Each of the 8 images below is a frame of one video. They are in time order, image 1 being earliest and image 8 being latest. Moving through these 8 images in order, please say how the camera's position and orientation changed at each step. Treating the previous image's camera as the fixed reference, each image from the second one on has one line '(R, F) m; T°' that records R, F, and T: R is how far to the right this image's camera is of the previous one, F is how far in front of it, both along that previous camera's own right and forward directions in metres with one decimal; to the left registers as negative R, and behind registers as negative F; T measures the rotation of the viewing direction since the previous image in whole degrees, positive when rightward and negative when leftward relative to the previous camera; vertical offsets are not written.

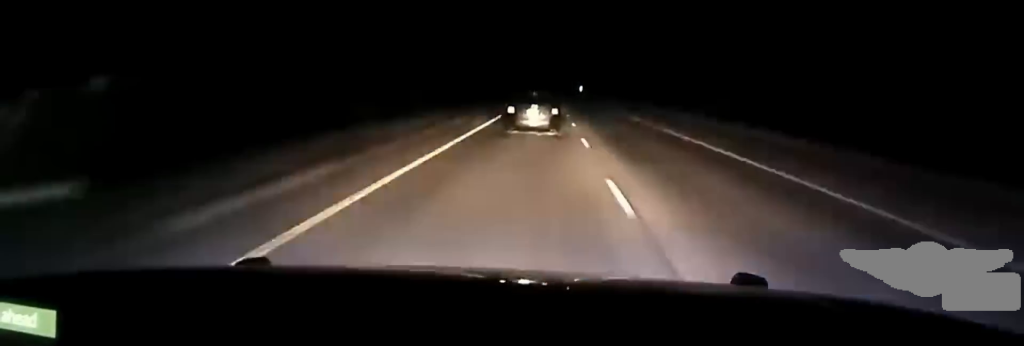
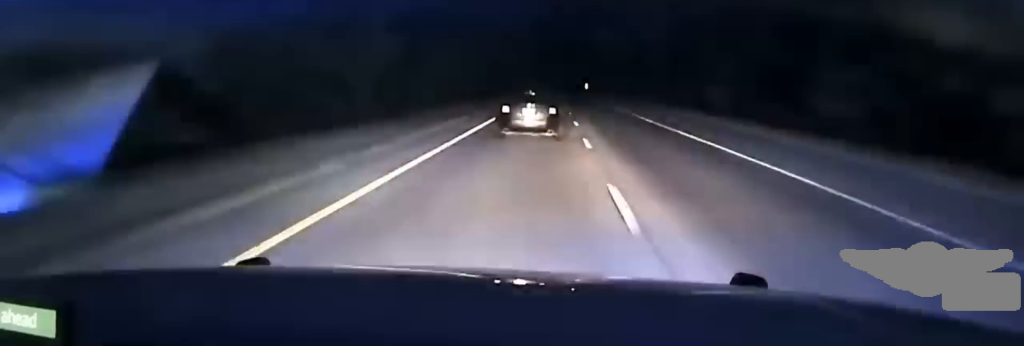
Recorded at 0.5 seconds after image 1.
(-0.1, +28.3) m; 0°
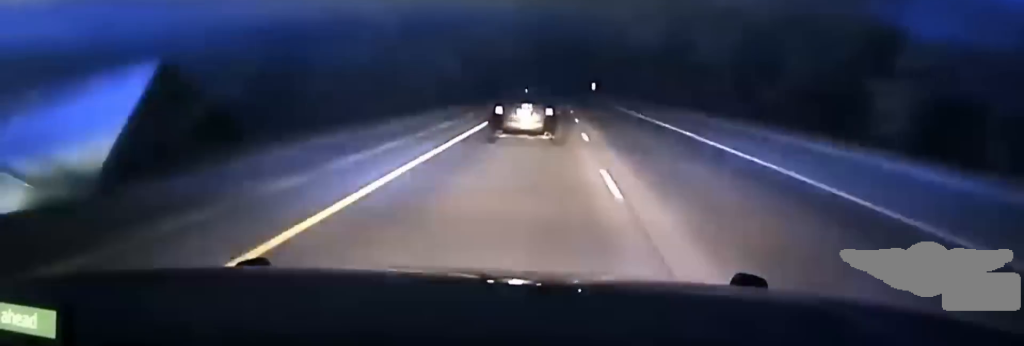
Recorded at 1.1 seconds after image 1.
(-0.1, +38.3) m; 0°
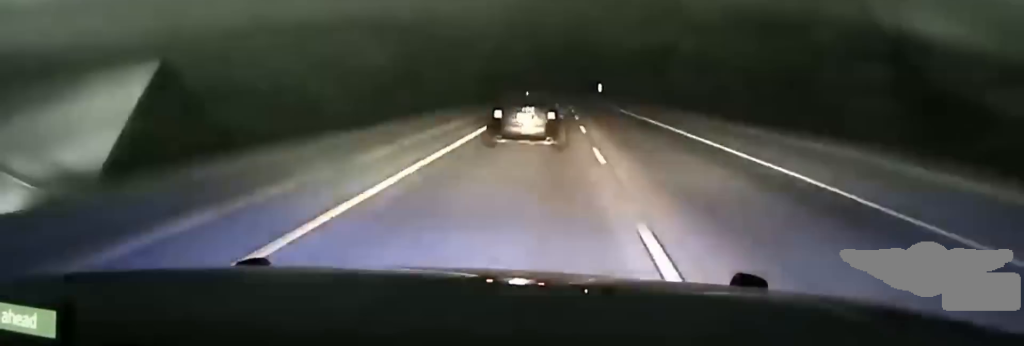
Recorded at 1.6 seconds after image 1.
(+0.1, +29.2) m; 0°
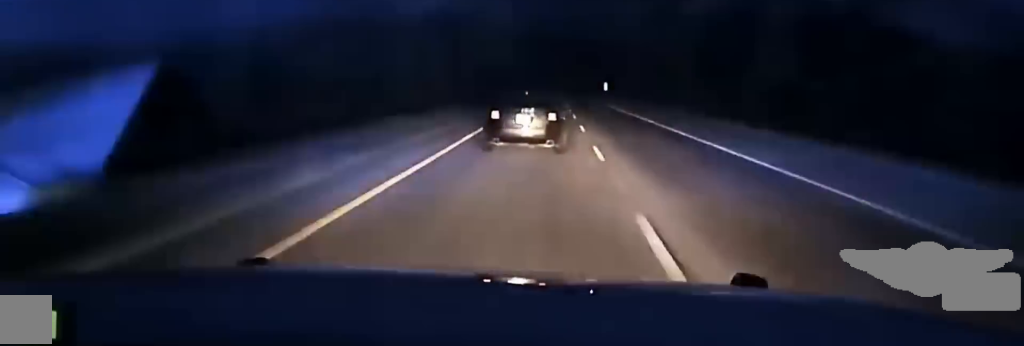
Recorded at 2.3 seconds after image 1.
(+0.1, +33.9) m; 0°
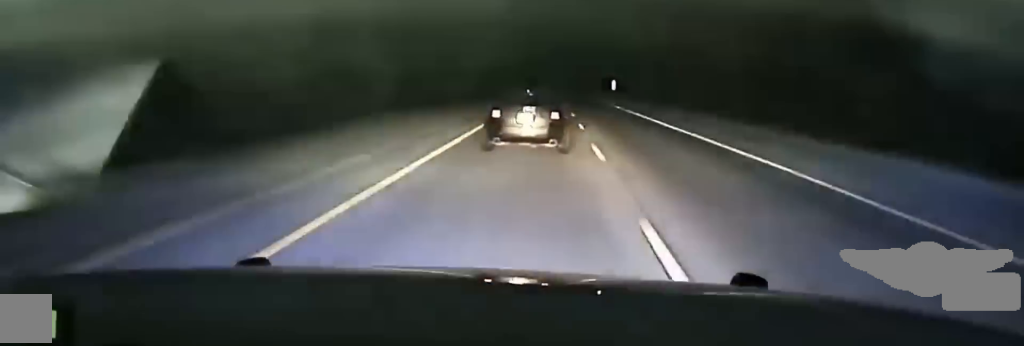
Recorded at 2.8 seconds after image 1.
(0.0, +23.2) m; 0°
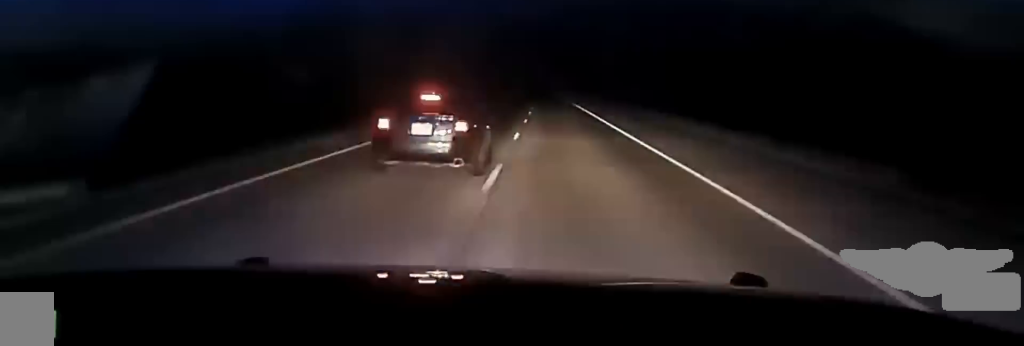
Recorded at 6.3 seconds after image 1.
(+2.3, +173.7) m; +1°
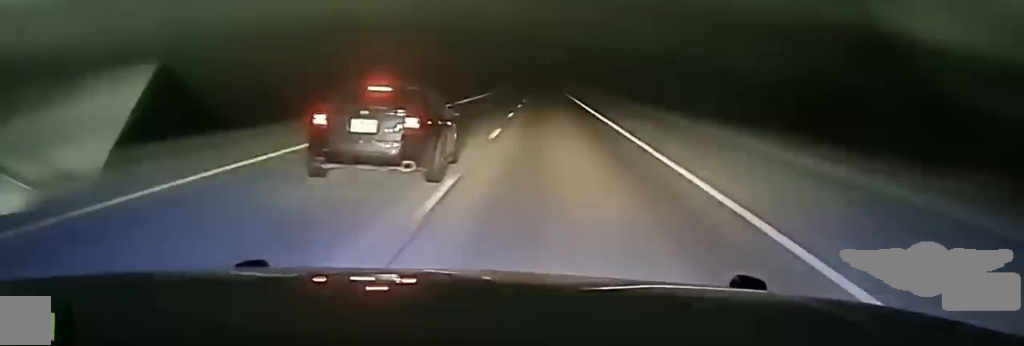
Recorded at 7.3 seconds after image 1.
(0.0, +52.0) m; 0°
